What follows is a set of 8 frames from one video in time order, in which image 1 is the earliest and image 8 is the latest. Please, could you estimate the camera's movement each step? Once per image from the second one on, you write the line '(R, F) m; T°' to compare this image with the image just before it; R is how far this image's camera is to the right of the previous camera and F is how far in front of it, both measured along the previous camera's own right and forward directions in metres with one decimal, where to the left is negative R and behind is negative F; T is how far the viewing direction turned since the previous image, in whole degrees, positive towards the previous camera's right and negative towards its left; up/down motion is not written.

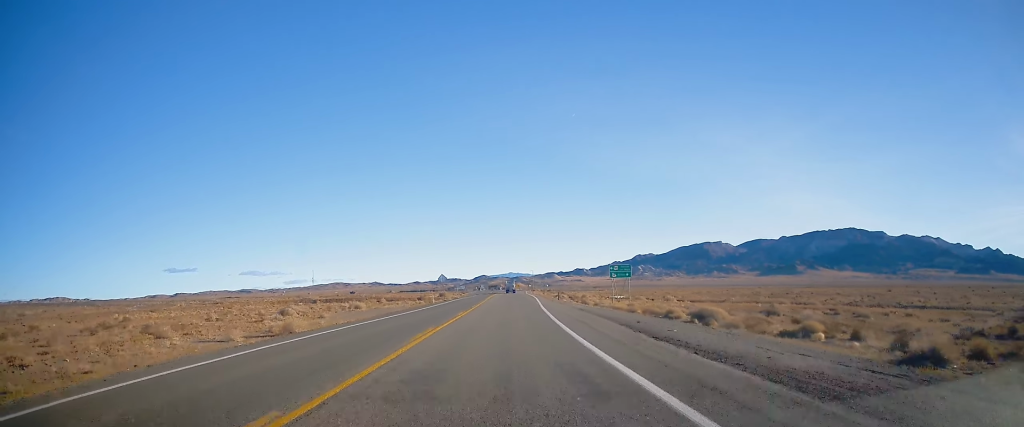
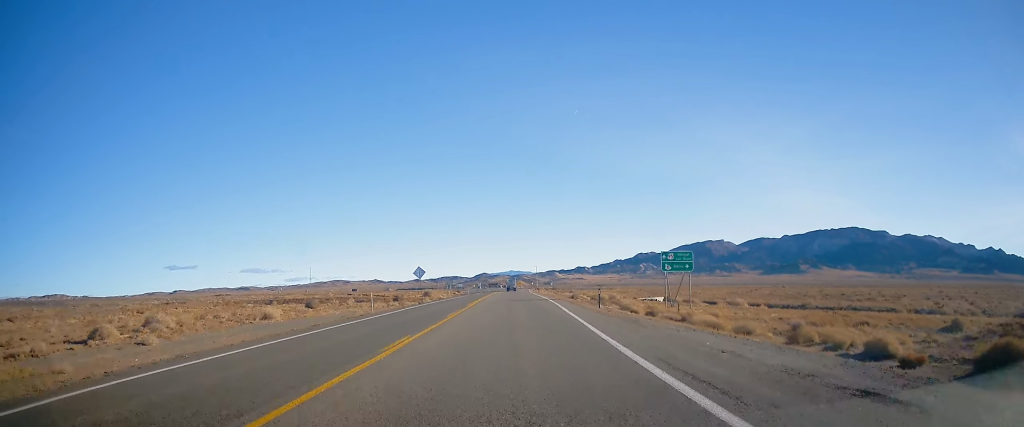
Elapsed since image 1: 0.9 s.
(0.0, +27.7) m; 0°
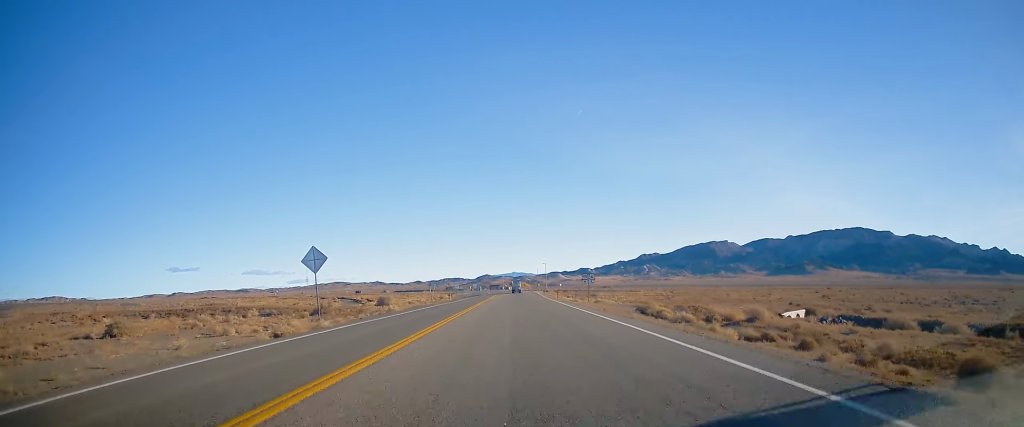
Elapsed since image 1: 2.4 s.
(-0.2, +43.6) m; 0°
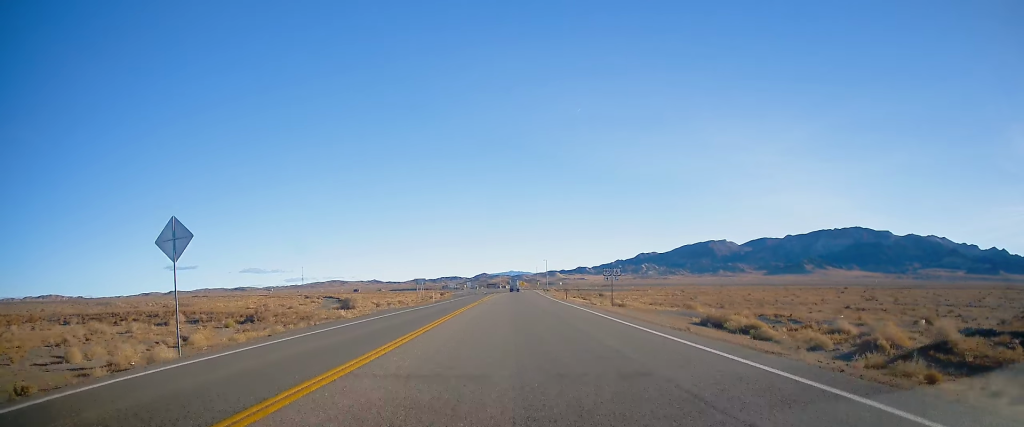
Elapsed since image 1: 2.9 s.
(+0.2, +15.7) m; 0°
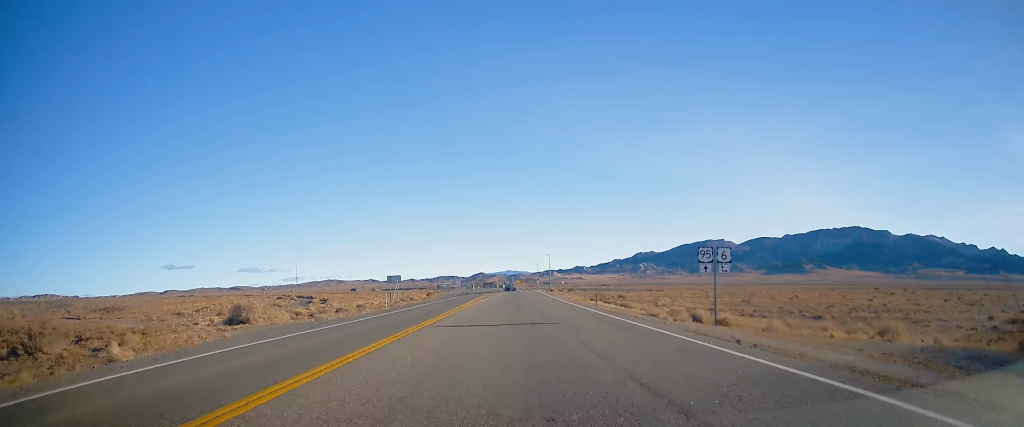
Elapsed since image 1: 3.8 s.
(0.0, +24.7) m; 0°
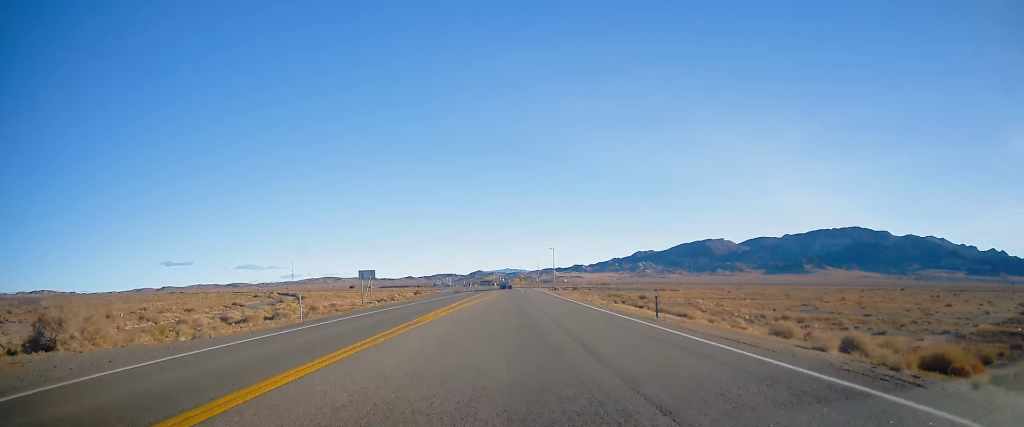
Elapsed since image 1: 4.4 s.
(-0.2, +17.8) m; 0°
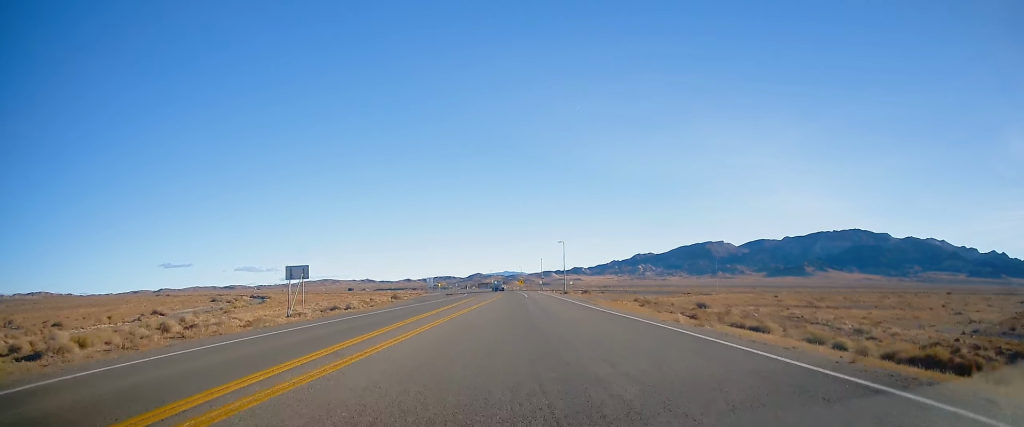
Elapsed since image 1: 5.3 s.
(+0.2, +26.0) m; +1°
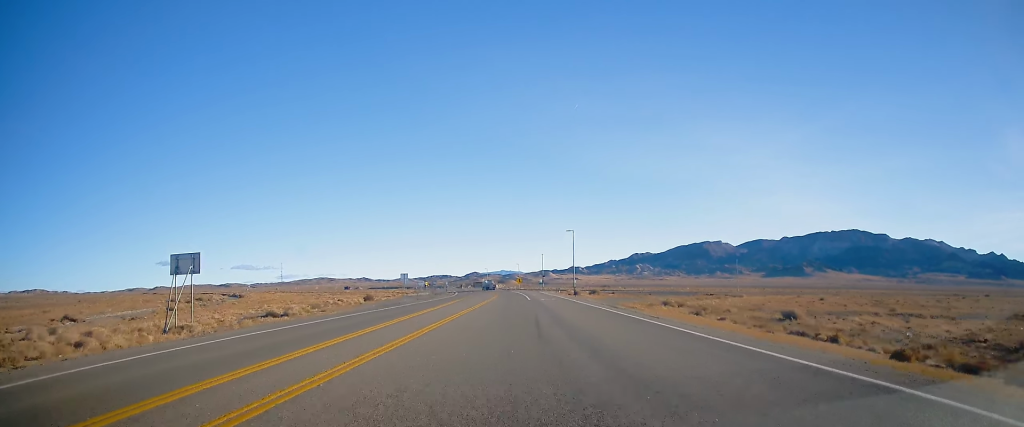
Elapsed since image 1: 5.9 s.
(+0.1, +19.2) m; 0°
